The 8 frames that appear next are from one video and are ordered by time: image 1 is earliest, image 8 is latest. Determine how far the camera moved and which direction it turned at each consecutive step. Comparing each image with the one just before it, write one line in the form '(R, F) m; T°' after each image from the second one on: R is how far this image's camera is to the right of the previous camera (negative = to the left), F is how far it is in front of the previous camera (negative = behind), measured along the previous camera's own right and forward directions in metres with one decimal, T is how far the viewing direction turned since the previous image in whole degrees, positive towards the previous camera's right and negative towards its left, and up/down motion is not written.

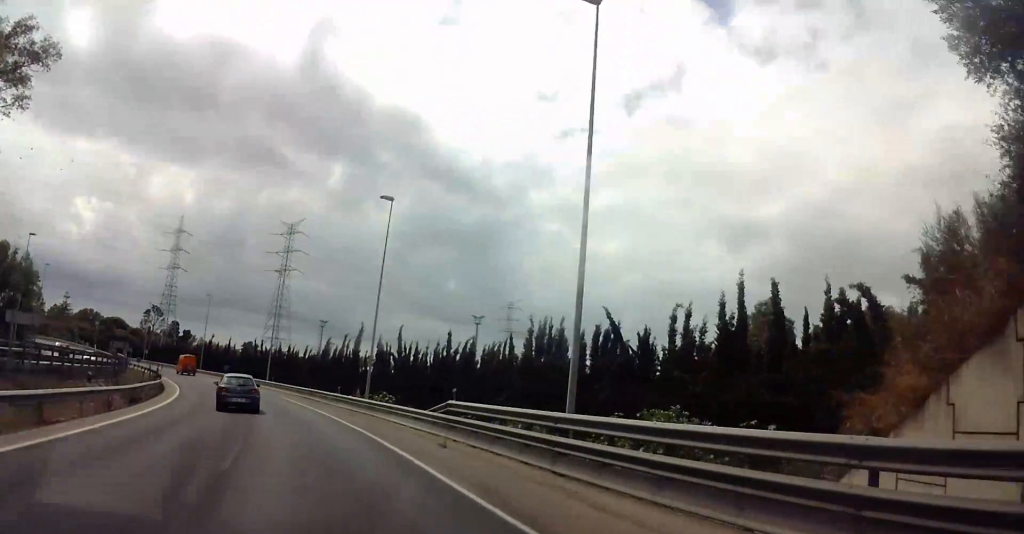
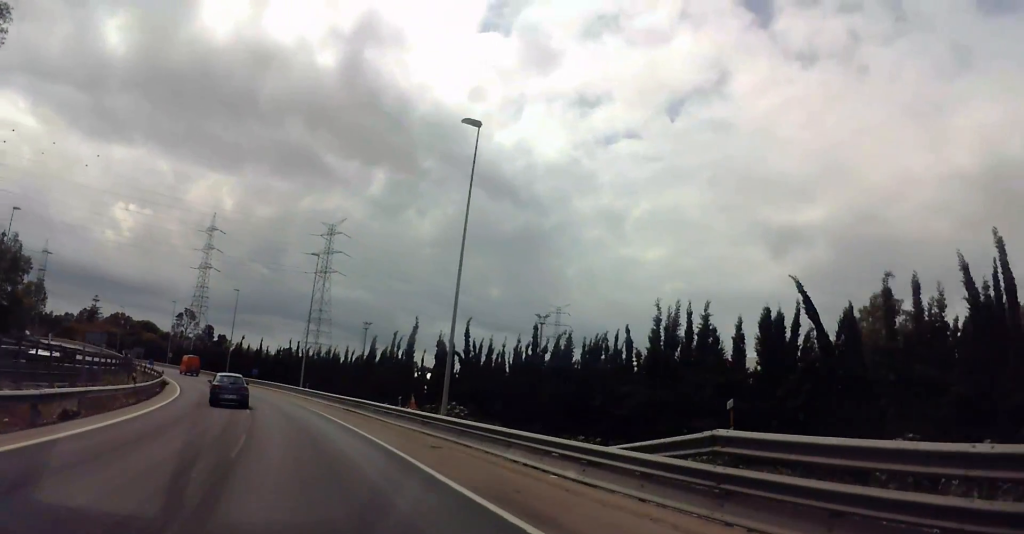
(-0.5, +13.1) m; -2°
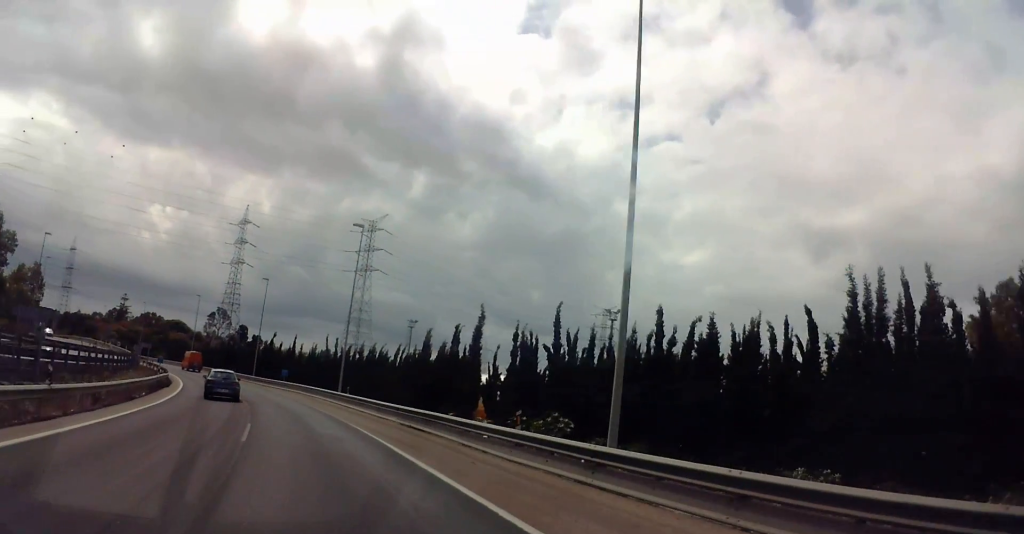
(-0.1, +12.7) m; 0°
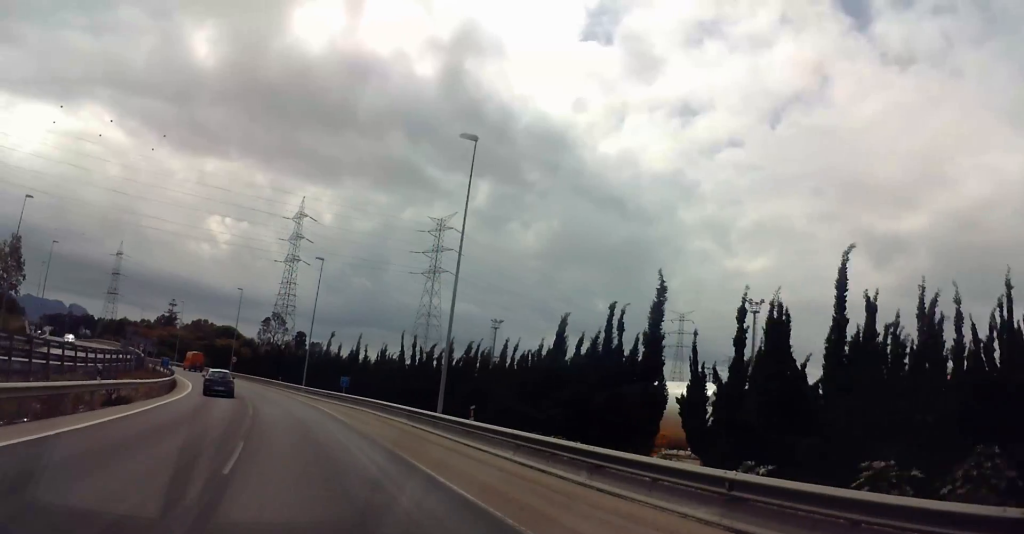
(0.0, +19.1) m; 0°
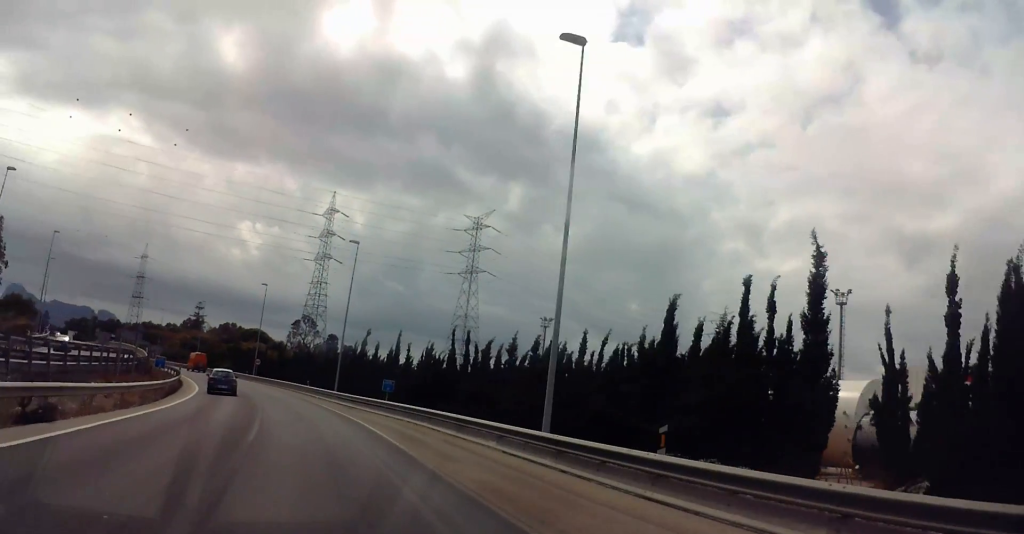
(-0.1, +9.3) m; -5°
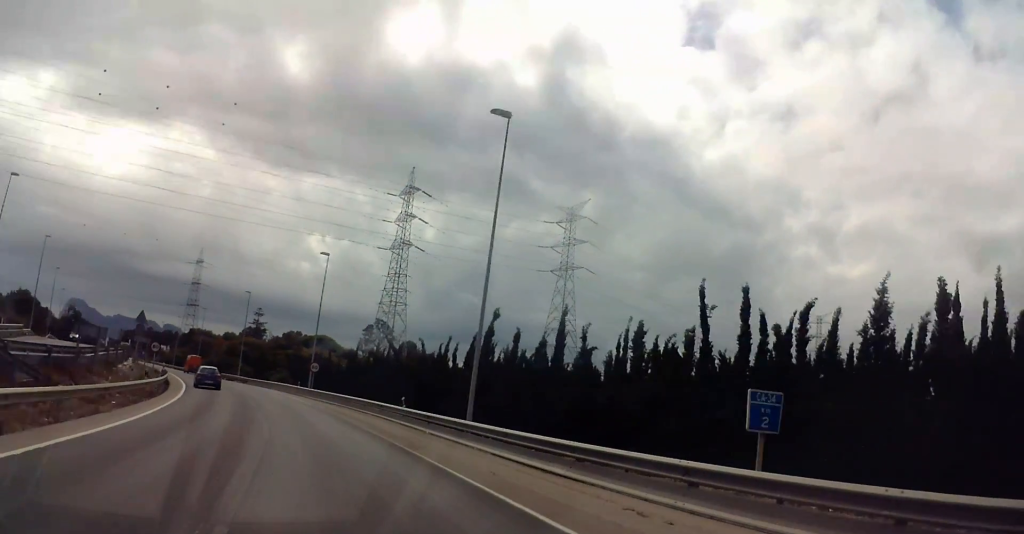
(-4.1, +26.9) m; -14°
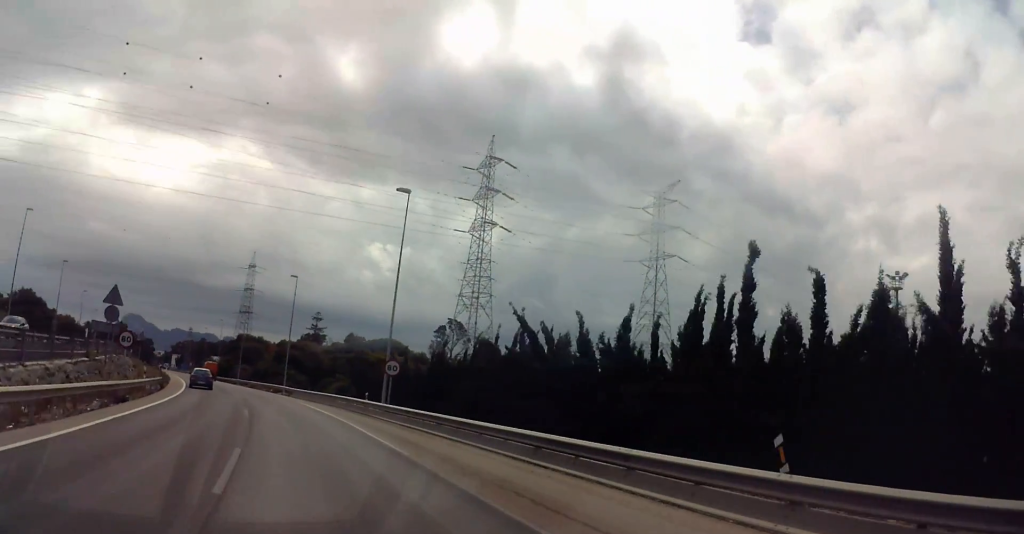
(0.0, +22.1) m; -2°
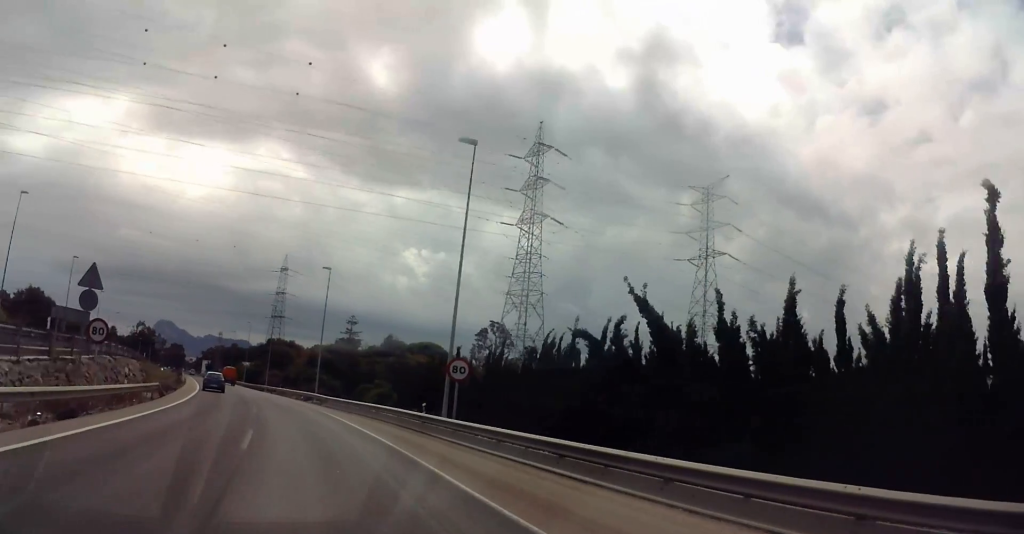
(+0.1, +8.4) m; -2°
